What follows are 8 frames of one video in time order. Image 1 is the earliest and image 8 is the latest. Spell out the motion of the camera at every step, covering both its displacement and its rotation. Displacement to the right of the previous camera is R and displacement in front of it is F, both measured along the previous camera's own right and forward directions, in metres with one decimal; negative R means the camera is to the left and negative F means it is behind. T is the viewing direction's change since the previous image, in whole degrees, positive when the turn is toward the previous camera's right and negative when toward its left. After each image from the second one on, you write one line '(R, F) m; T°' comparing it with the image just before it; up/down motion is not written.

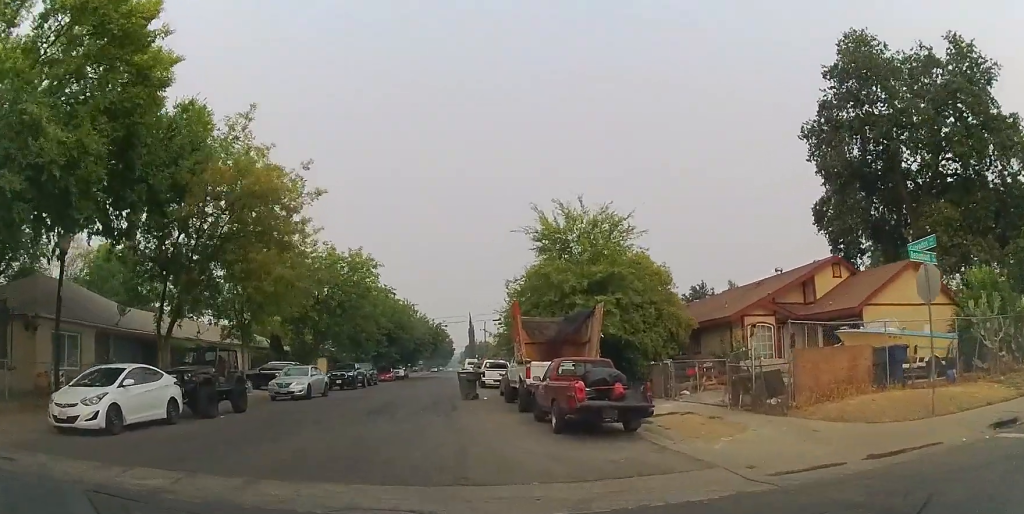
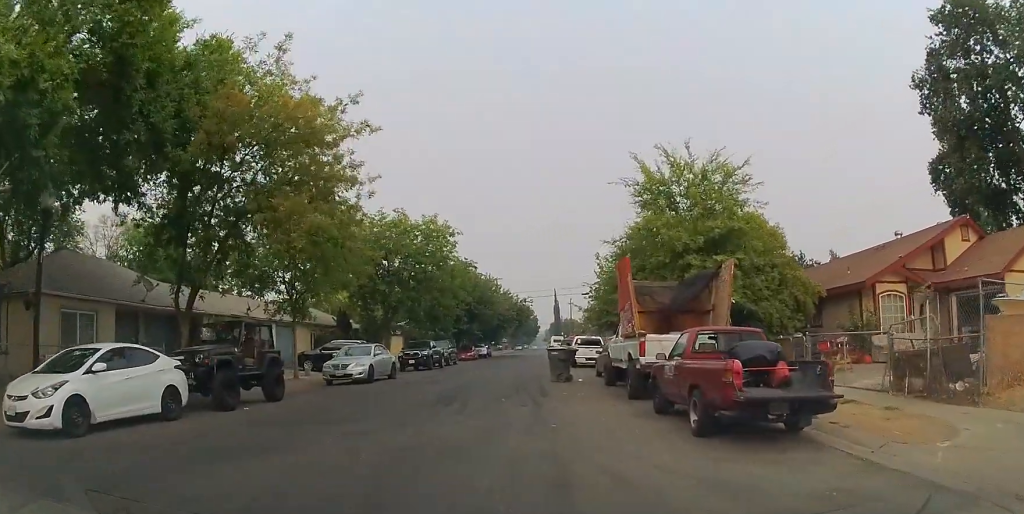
(-0.3, +4.0) m; -9°
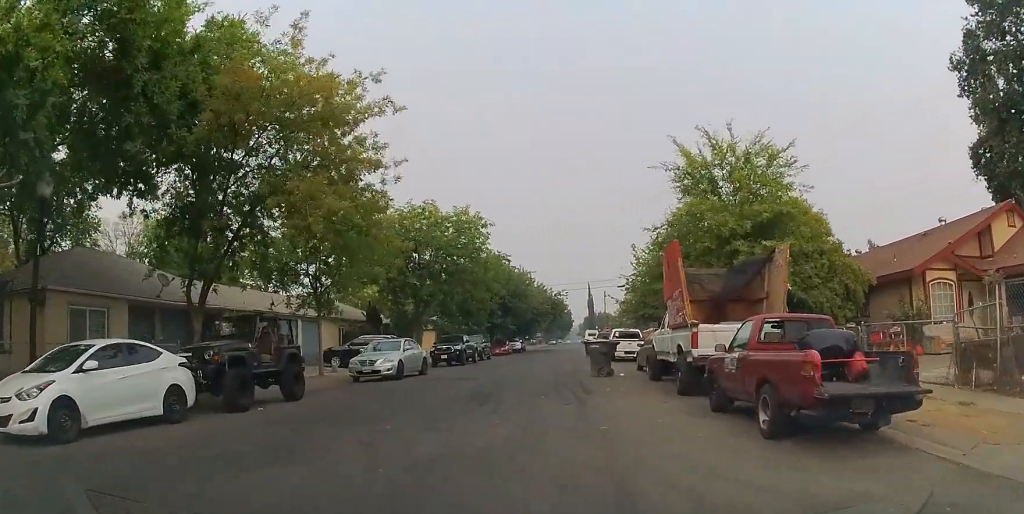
(0.0, +1.3) m; -6°
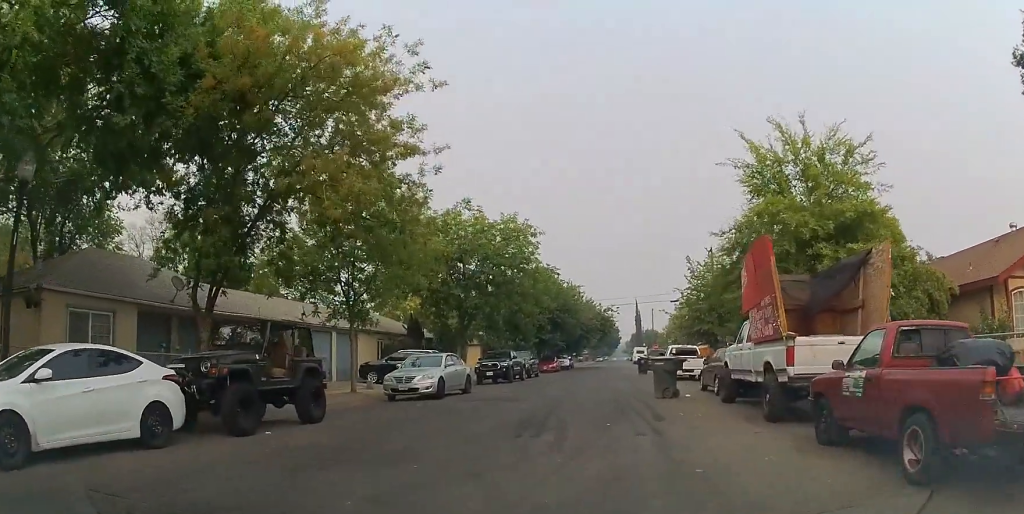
(-0.3, +2.1) m; -12°
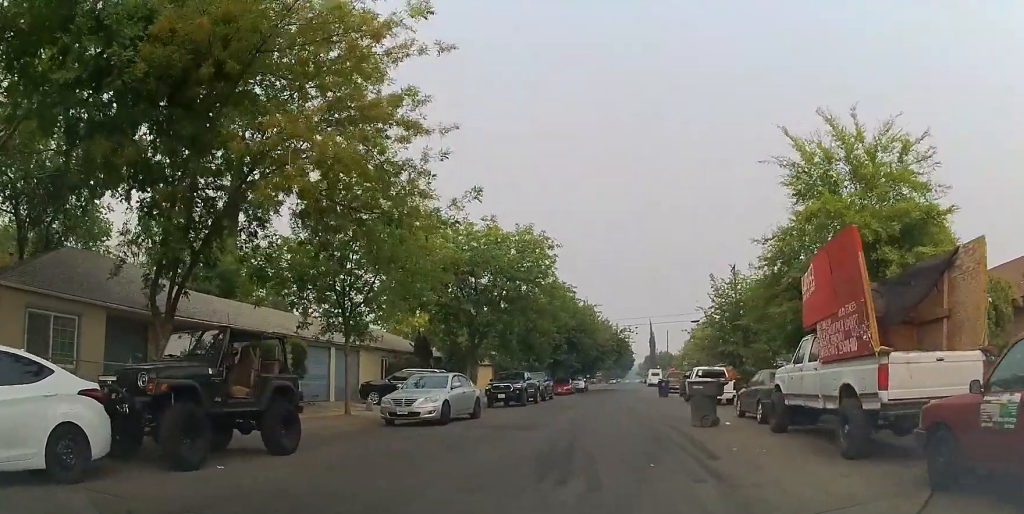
(-0.2, +2.1) m; +4°
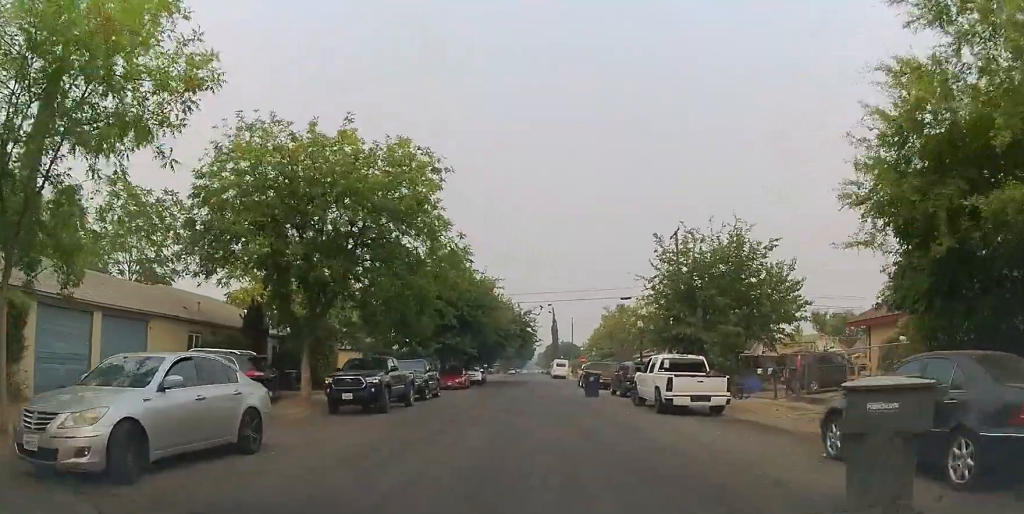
(+2.2, +7.7) m; +14°
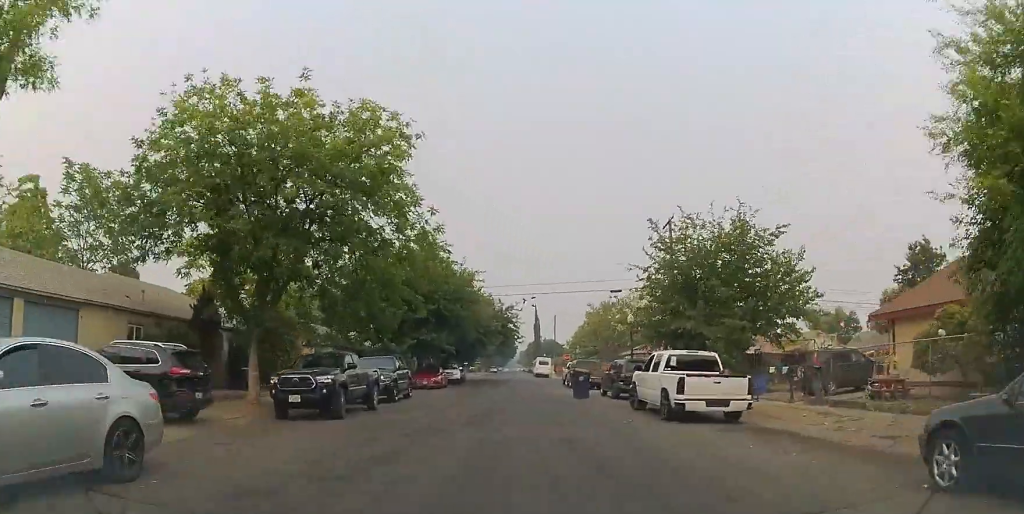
(-0.1, +2.5) m; +2°
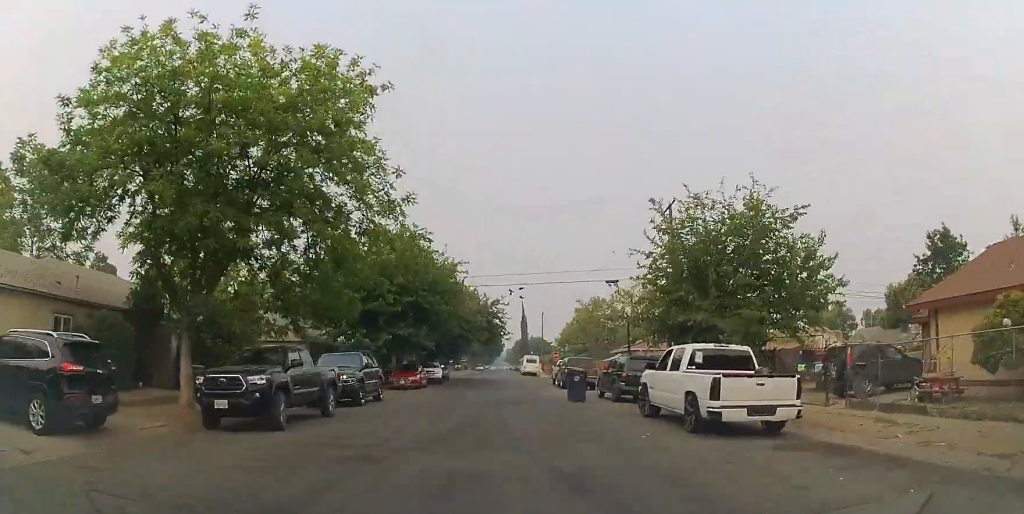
(-0.3, +2.8) m; +3°
